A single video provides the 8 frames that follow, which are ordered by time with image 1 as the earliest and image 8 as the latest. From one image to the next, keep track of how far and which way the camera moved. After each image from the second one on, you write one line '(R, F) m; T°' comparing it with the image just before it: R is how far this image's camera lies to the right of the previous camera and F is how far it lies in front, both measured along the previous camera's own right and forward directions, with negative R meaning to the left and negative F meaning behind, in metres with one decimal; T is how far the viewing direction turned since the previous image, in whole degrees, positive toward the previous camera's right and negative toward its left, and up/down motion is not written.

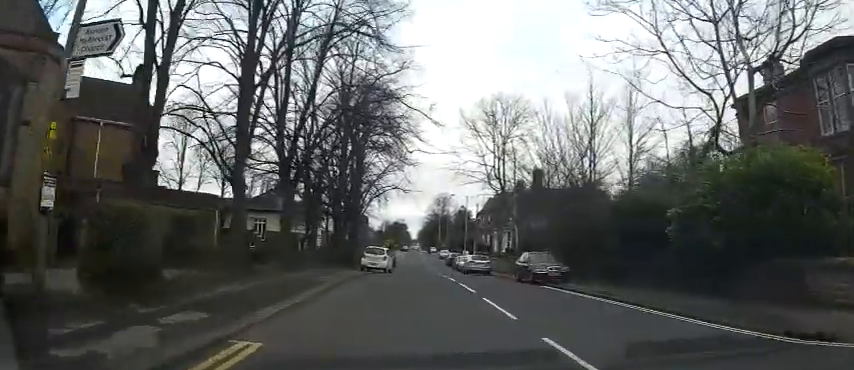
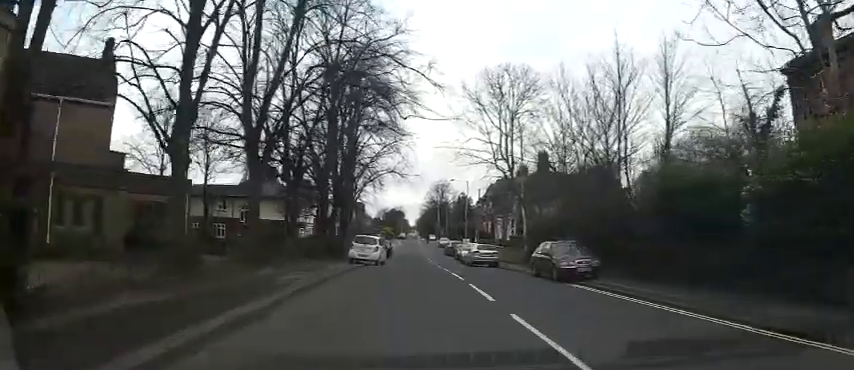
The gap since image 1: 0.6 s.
(0.0, +4.4) m; 0°
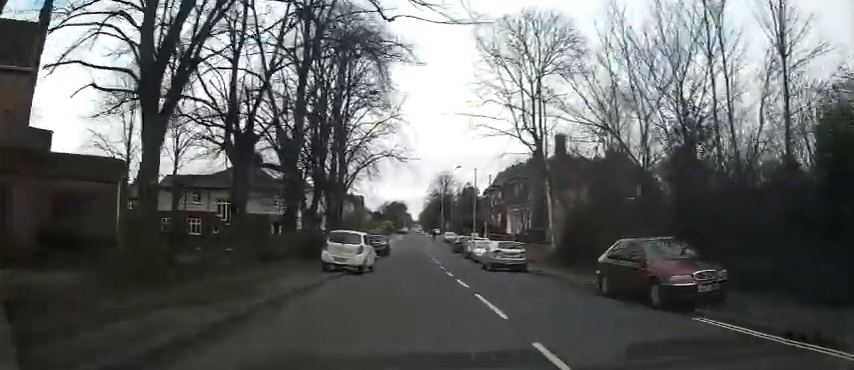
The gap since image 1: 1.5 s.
(-0.1, +7.7) m; -2°
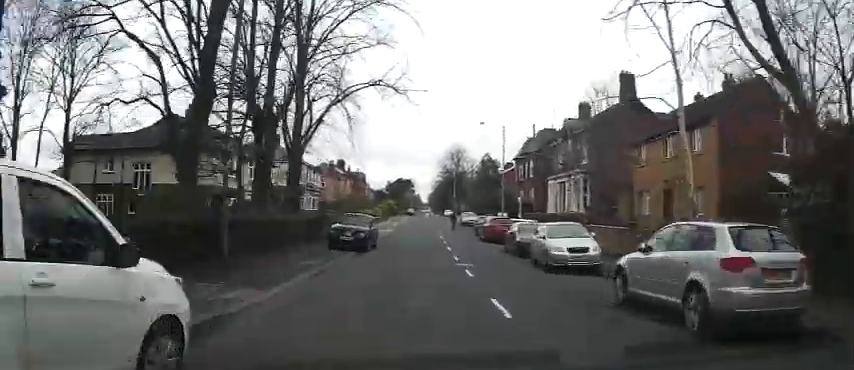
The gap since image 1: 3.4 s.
(-0.3, +17.6) m; -1°
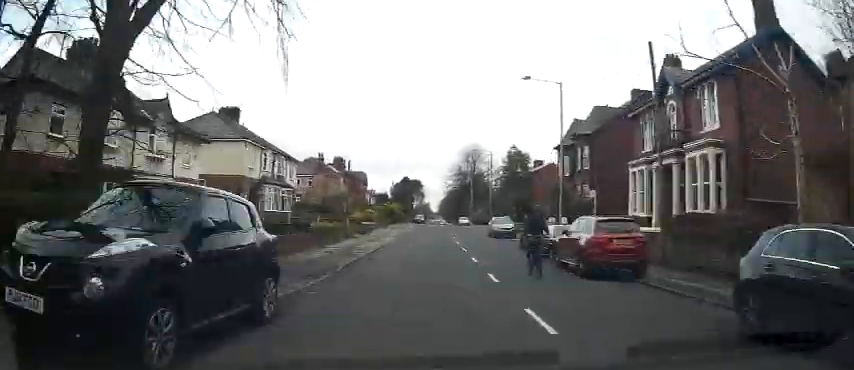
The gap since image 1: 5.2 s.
(-0.8, +18.1) m; -4°
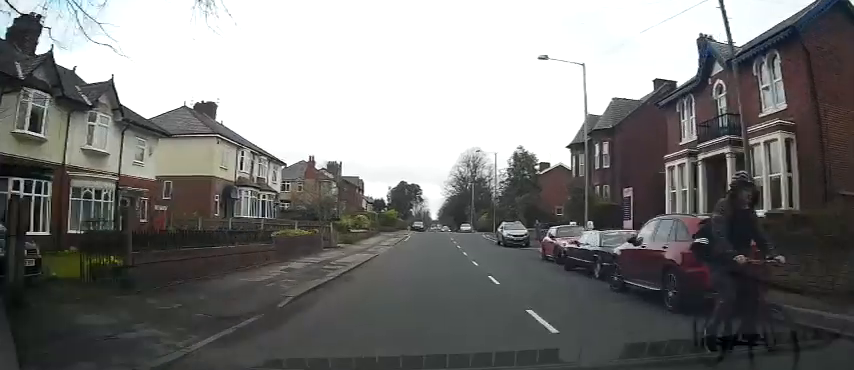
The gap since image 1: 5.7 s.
(0.0, +5.6) m; 0°
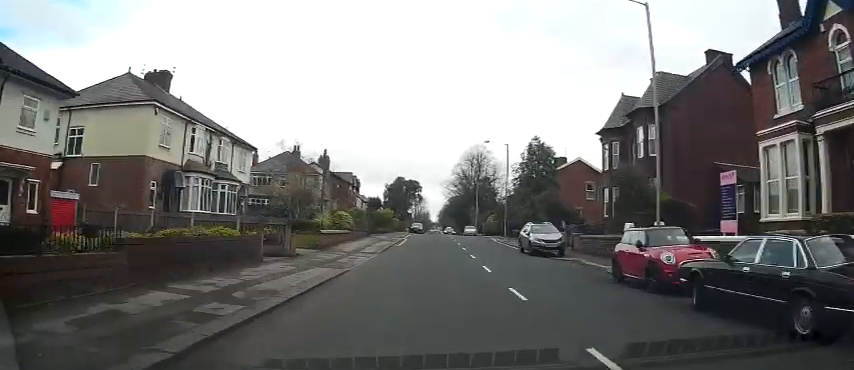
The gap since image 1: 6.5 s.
(+0.1, +8.7) m; +1°
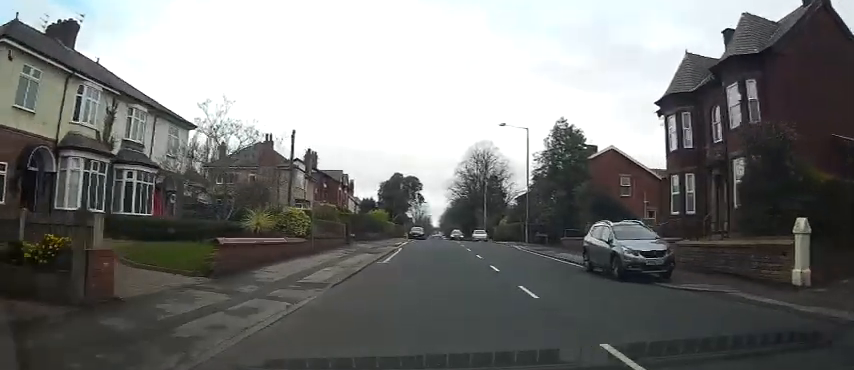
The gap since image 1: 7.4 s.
(+0.2, +11.7) m; +1°
